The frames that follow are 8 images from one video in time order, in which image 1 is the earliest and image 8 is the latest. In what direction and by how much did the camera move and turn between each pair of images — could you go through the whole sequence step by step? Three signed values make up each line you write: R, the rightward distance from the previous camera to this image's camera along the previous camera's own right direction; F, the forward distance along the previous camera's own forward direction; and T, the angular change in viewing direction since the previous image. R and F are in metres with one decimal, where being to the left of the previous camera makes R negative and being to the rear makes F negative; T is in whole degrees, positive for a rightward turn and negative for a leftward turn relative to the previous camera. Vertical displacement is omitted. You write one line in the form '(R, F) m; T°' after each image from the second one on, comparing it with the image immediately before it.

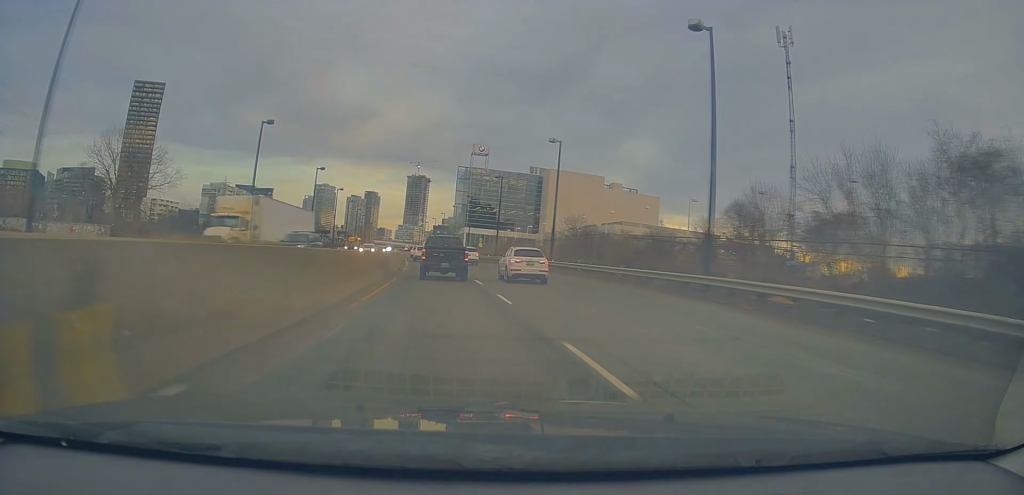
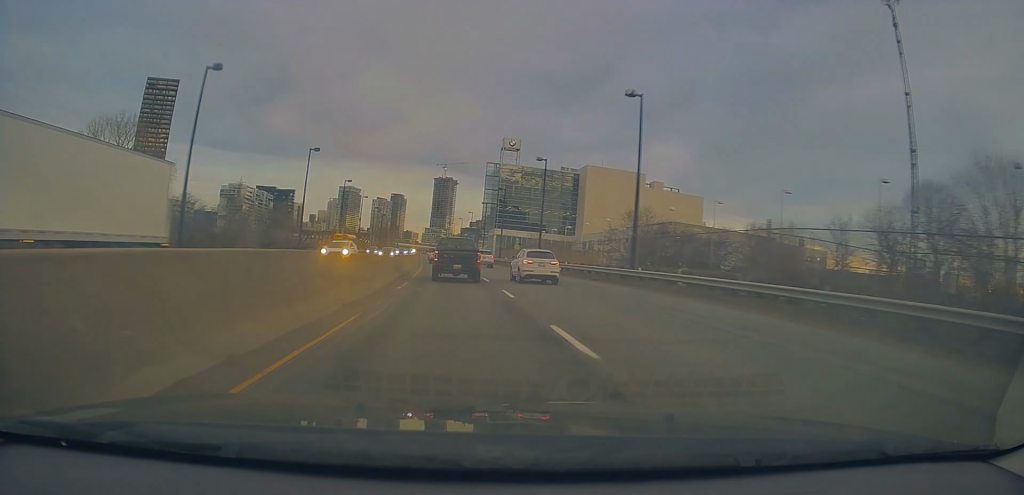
(-0.8, +15.5) m; -2°
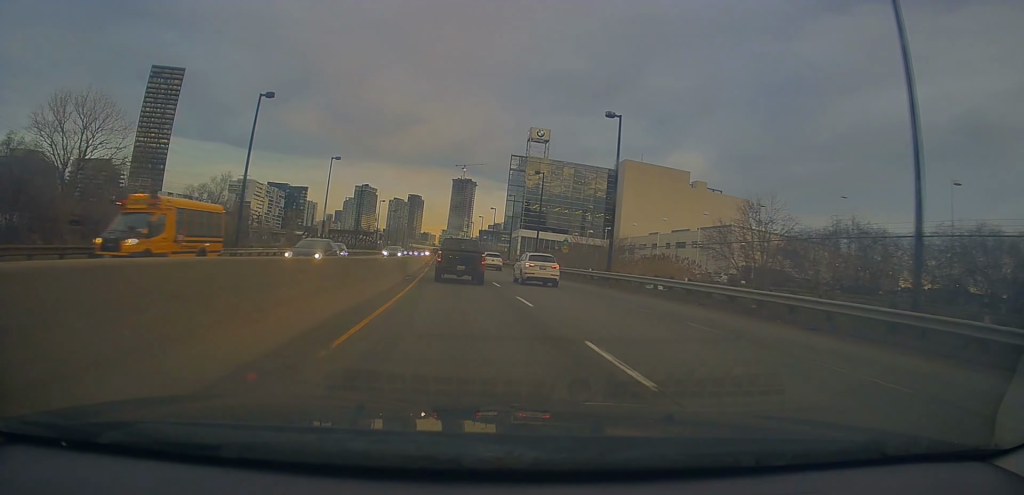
(-0.4, +20.3) m; -1°
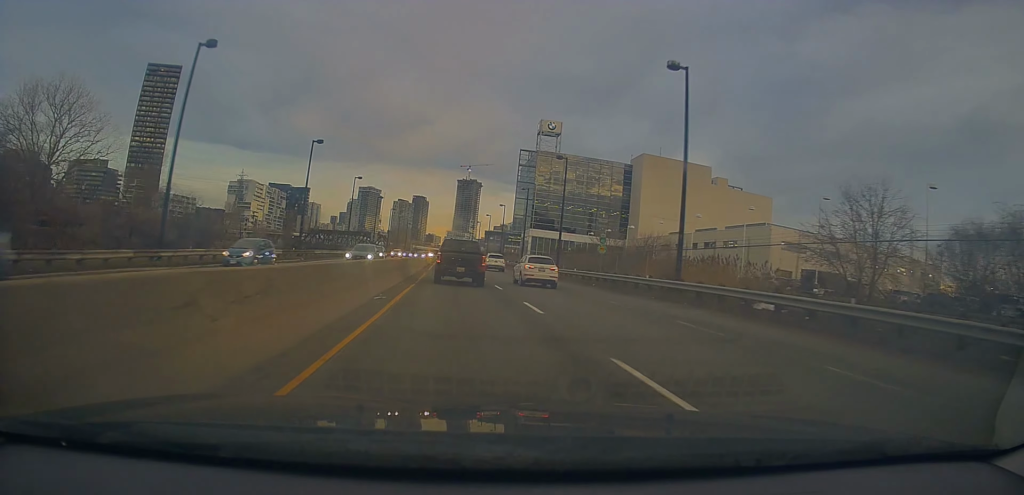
(-0.1, +10.7) m; 0°
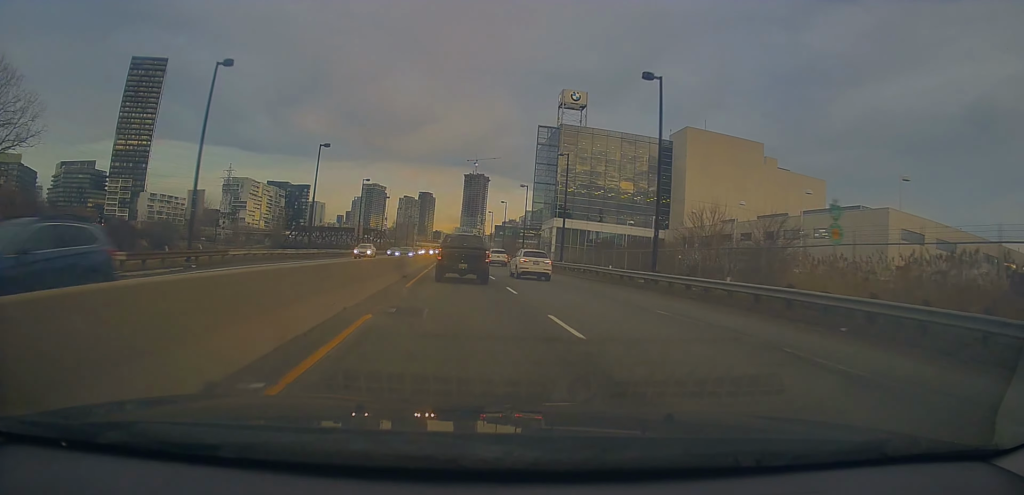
(+0.3, +23.7) m; -1°
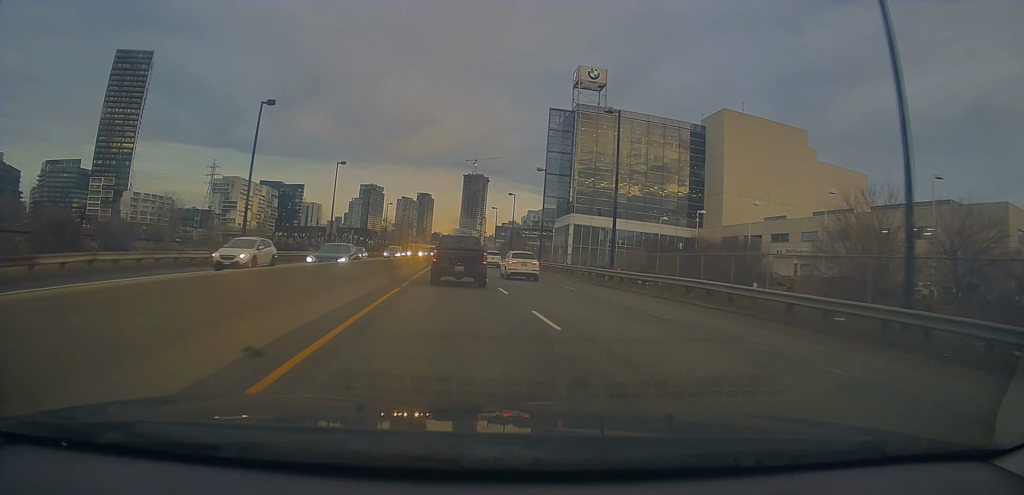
(-0.5, +17.5) m; -2°
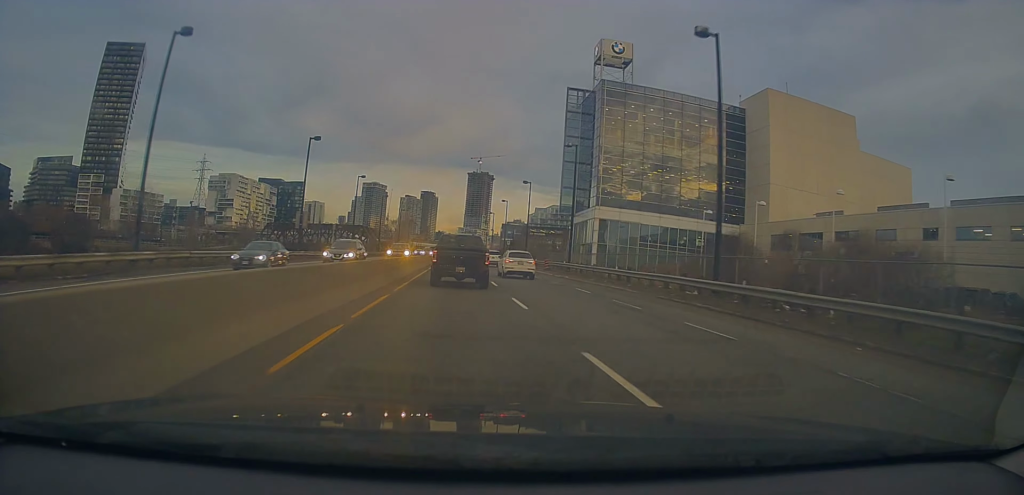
(-0.2, +14.4) m; -1°
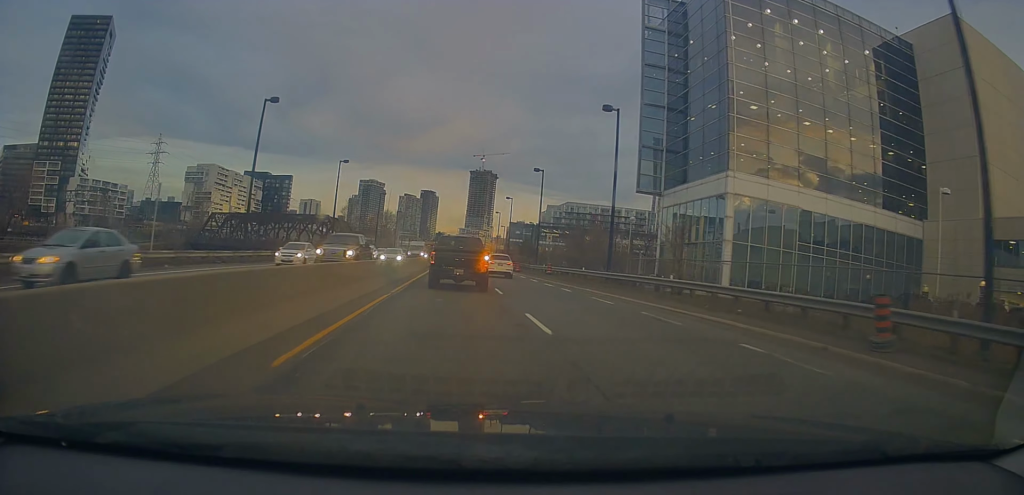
(+0.1, +41.1) m; +1°
